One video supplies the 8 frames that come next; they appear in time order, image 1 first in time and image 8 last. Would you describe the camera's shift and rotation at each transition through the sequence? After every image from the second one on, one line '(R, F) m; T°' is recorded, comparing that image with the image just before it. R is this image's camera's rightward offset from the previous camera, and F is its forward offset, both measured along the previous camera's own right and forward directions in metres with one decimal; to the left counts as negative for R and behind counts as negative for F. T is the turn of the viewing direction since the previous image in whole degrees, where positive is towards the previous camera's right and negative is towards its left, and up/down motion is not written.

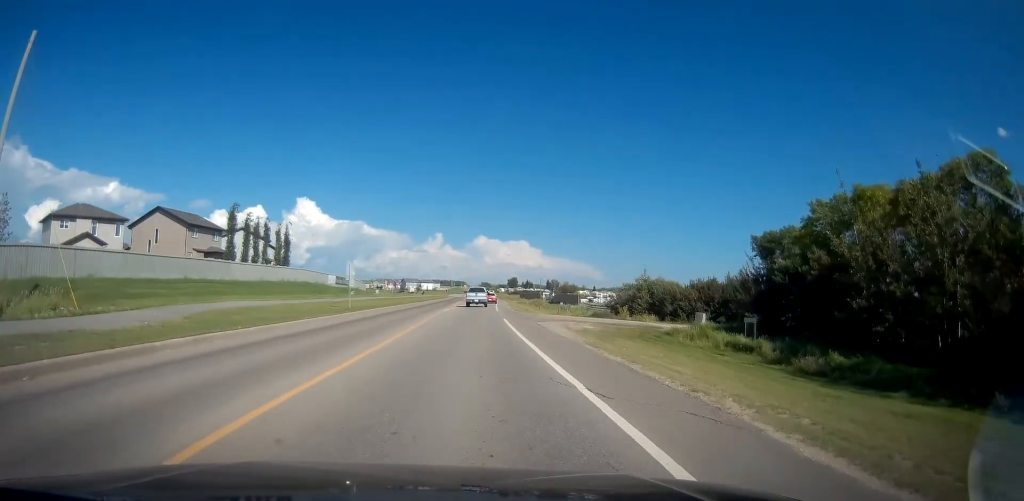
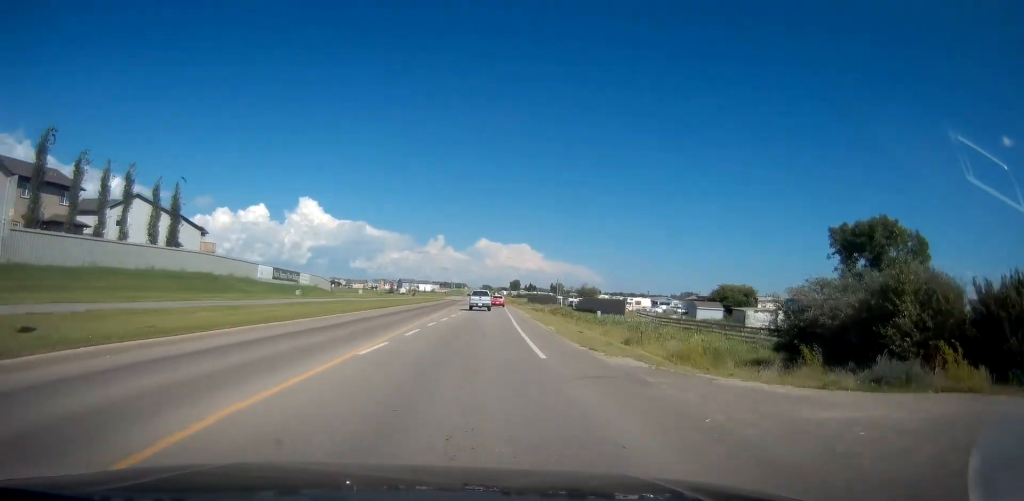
(-0.5, +29.9) m; -1°
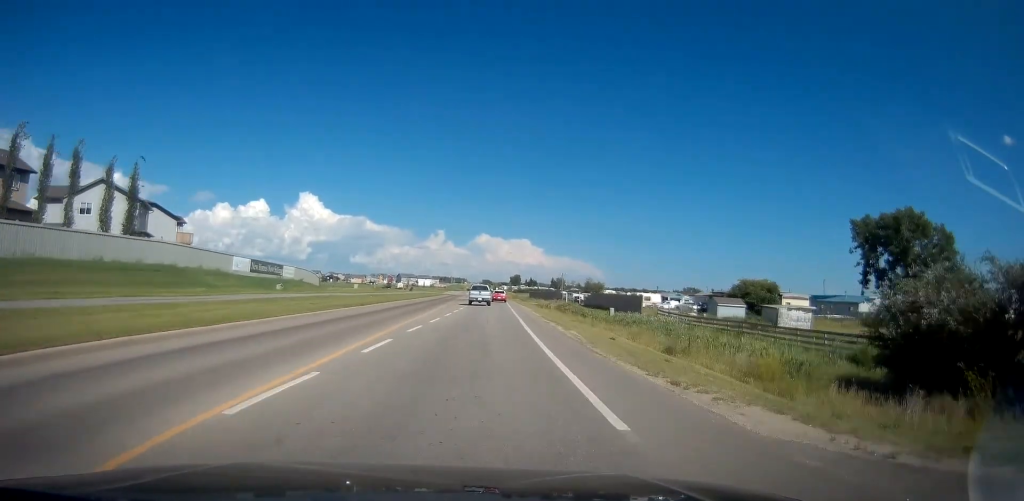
(0.0, +6.7) m; 0°
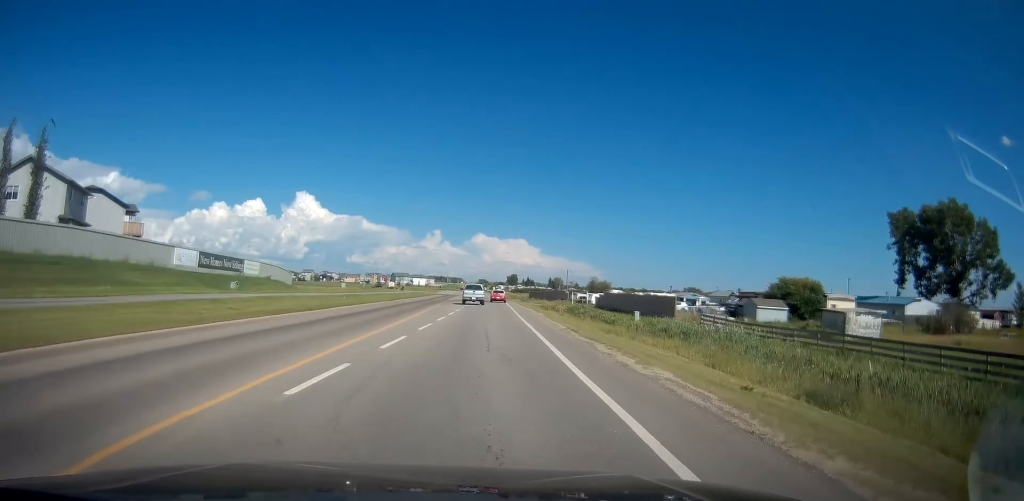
(0.0, +11.0) m; +1°
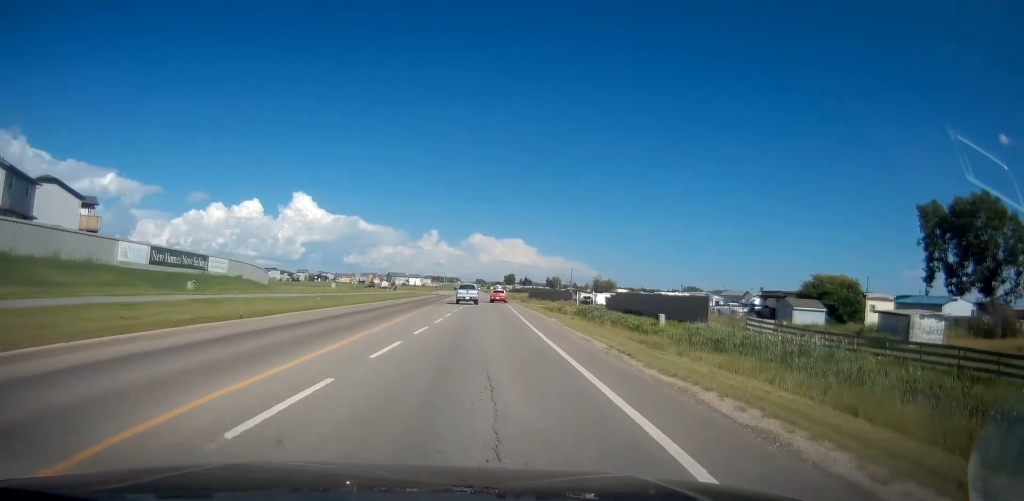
(0.0, +7.6) m; +1°
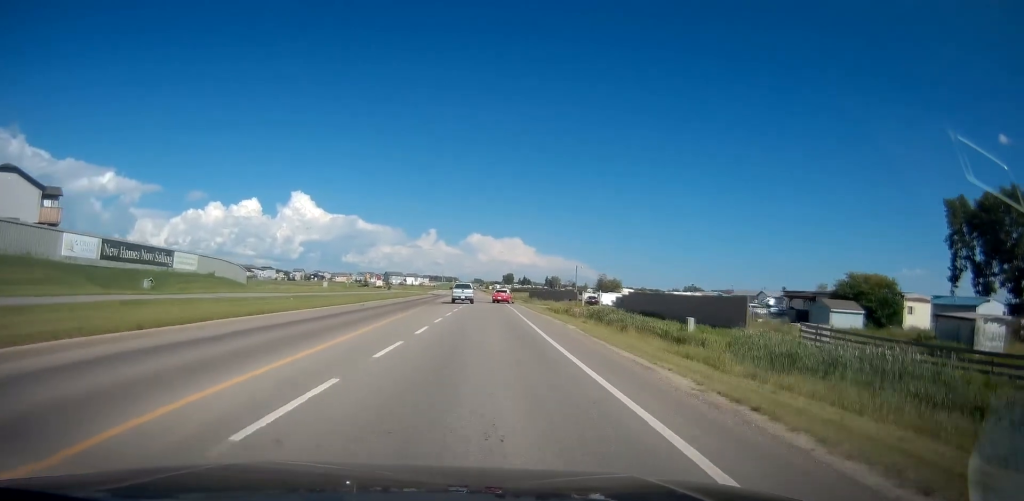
(+0.2, +6.2) m; 0°
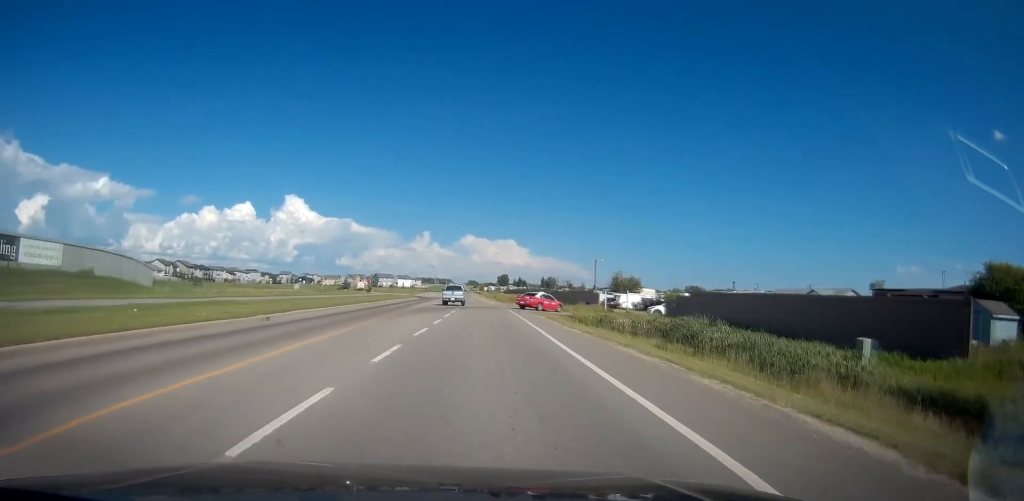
(-0.3, +18.1) m; 0°
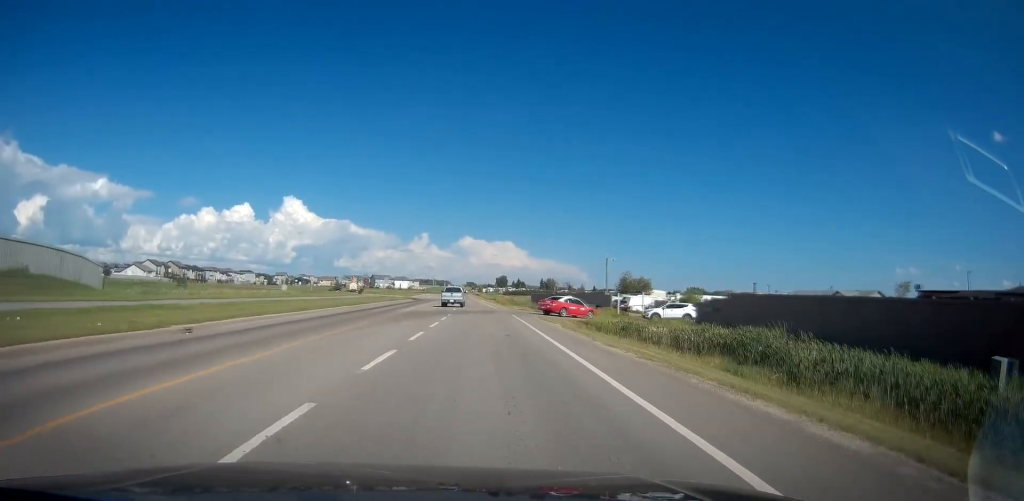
(+0.2, +6.7) m; +1°
